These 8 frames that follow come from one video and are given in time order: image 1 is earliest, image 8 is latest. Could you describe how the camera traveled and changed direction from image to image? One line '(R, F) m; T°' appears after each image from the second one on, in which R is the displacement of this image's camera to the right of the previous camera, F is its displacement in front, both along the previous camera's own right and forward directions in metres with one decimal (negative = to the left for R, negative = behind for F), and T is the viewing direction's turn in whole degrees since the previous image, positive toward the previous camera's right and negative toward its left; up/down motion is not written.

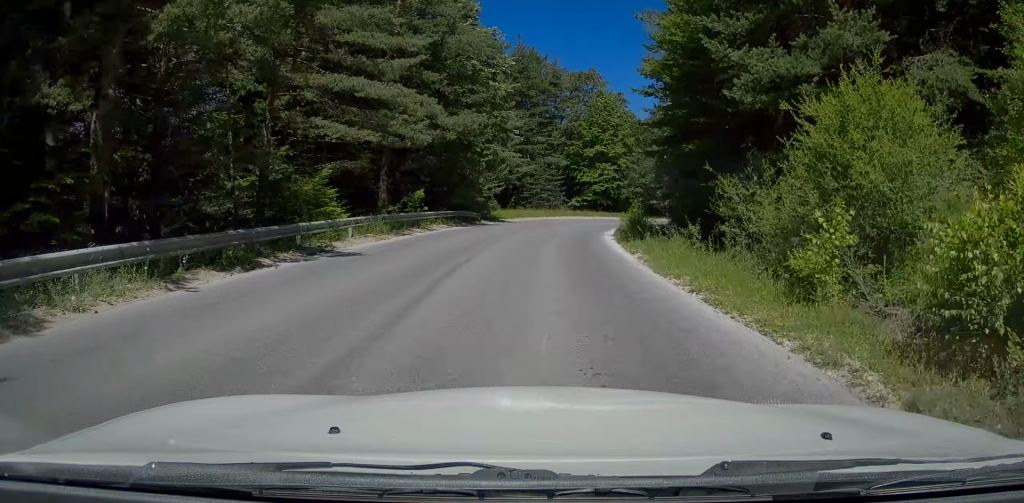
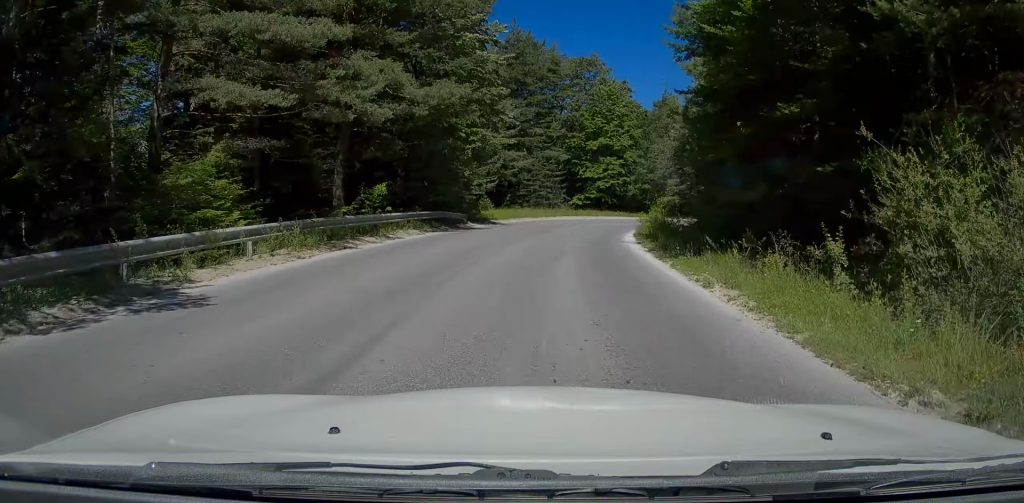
(-0.1, +6.4) m; 0°
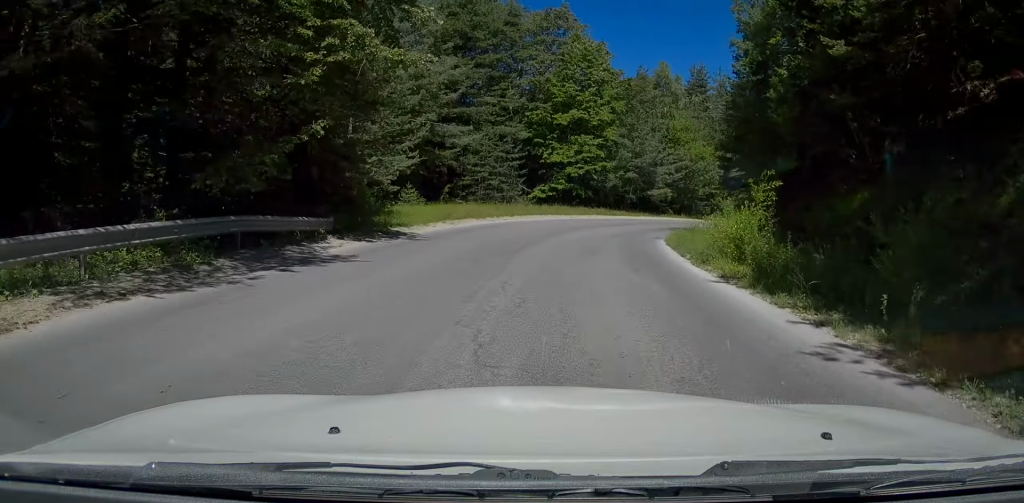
(-0.5, +15.6) m; +1°
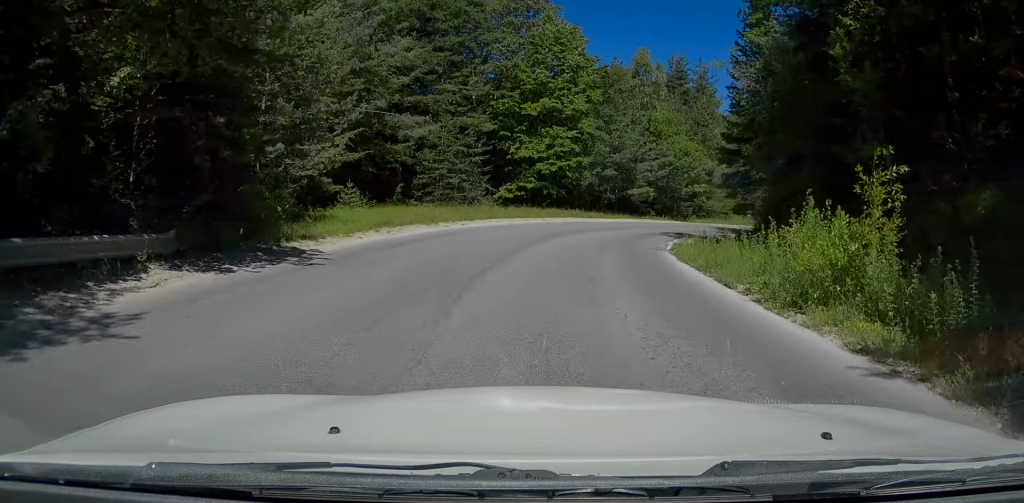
(-0.1, +5.5) m; +2°
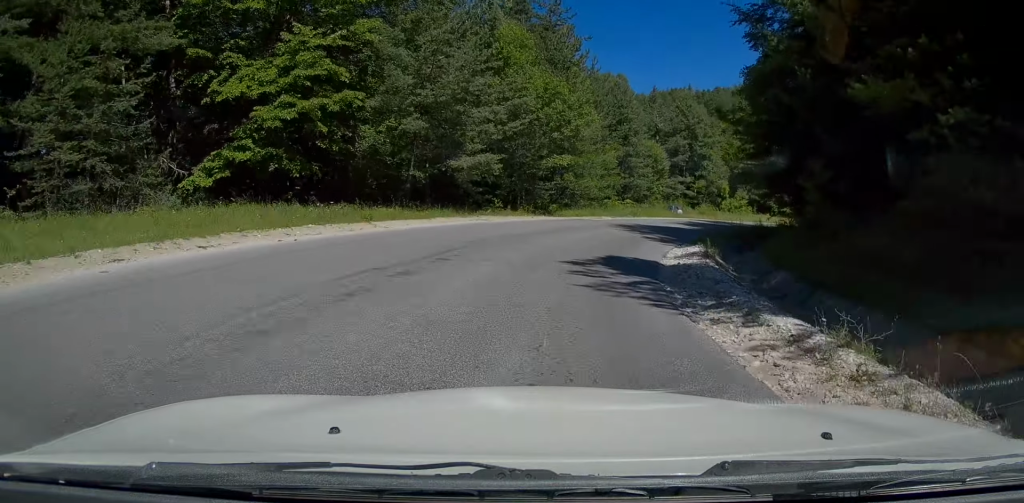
(+2.2, +22.9) m; +12°
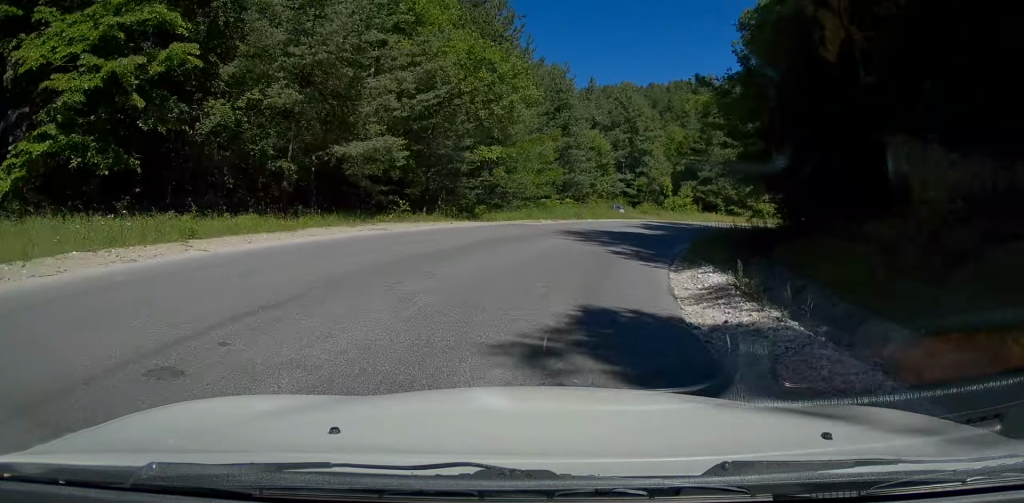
(-0.1, +6.7) m; +5°
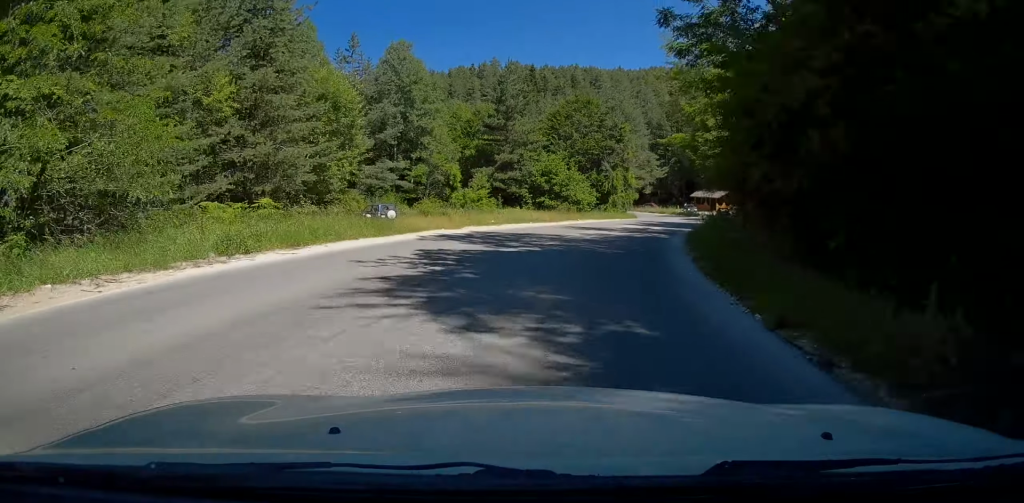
(+5.2, +20.0) m; +27°
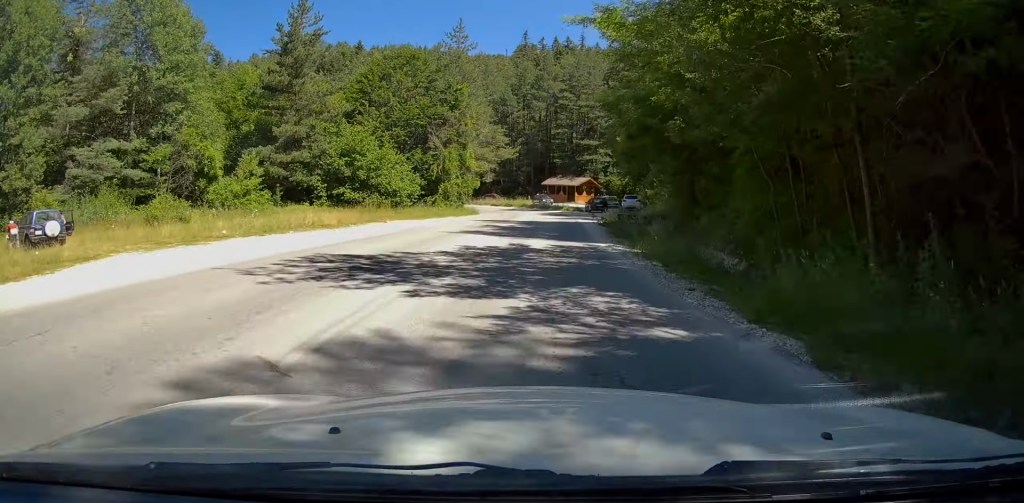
(+3.0, +22.1) m; +11°
